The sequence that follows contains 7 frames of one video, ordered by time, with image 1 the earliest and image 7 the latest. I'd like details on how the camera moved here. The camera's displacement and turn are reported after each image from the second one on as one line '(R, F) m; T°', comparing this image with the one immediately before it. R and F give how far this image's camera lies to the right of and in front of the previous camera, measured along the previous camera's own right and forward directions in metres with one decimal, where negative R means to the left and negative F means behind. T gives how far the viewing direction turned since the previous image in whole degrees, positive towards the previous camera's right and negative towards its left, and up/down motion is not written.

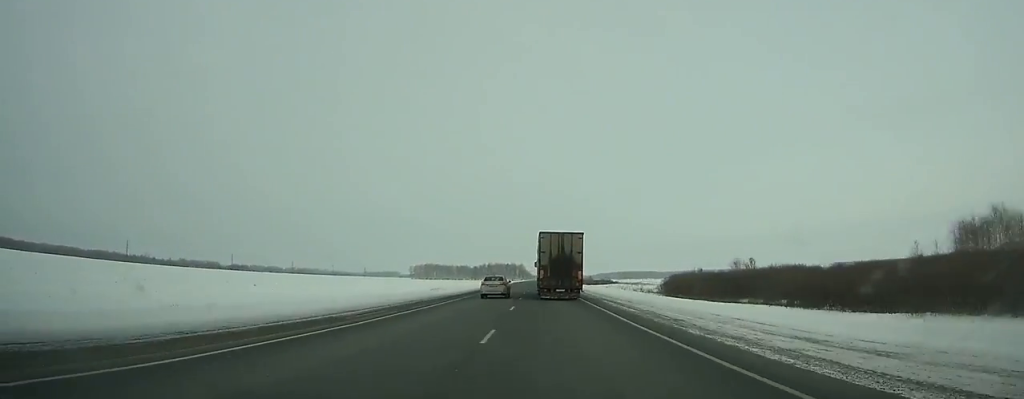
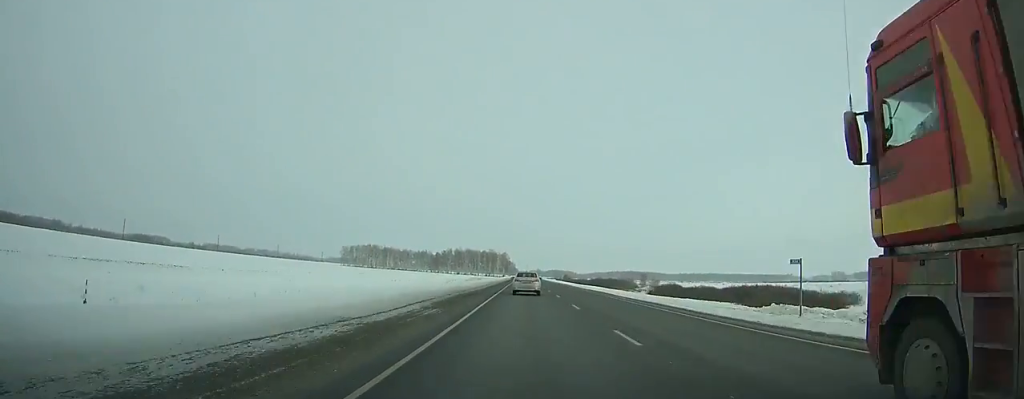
(+2.4, +228.6) m; +2°
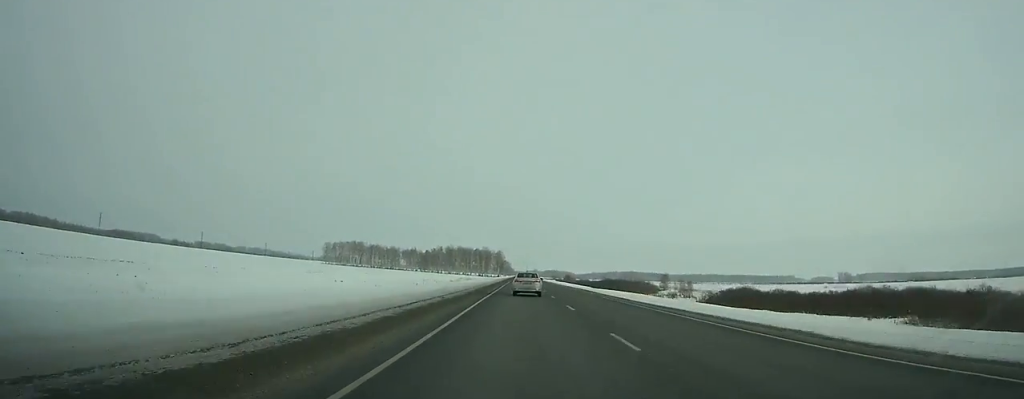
(+0.2, +36.2) m; 0°
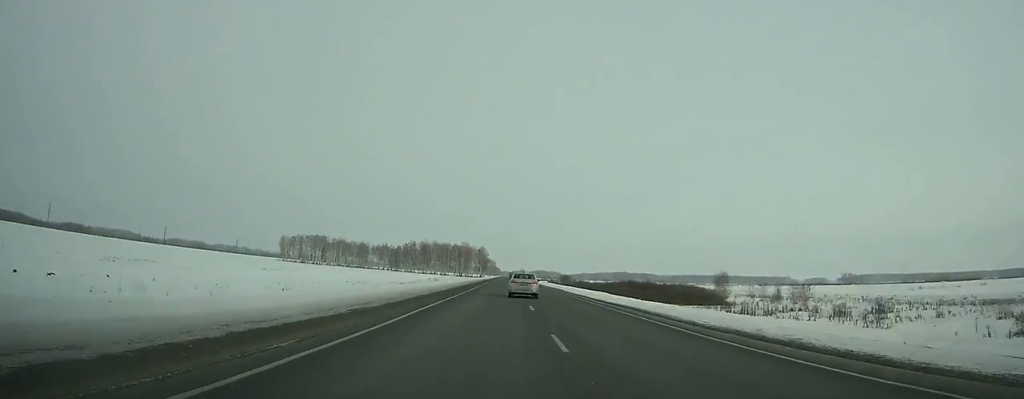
(+0.3, +60.2) m; 0°
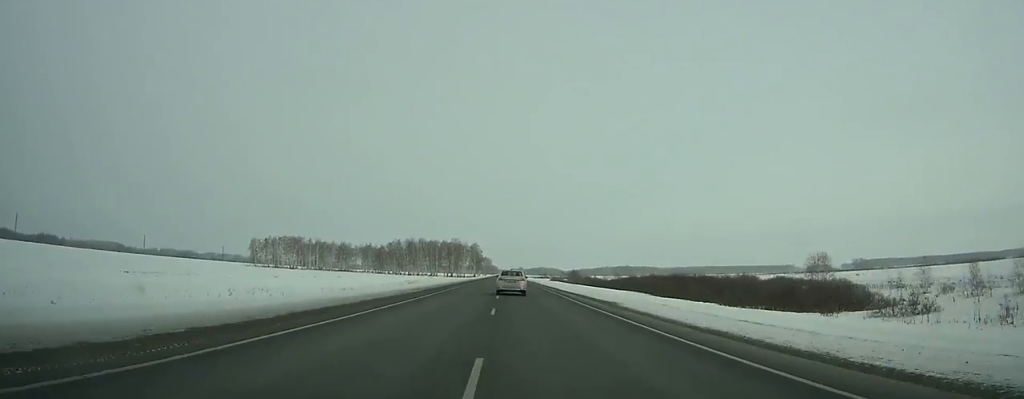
(+0.2, +38.8) m; 0°
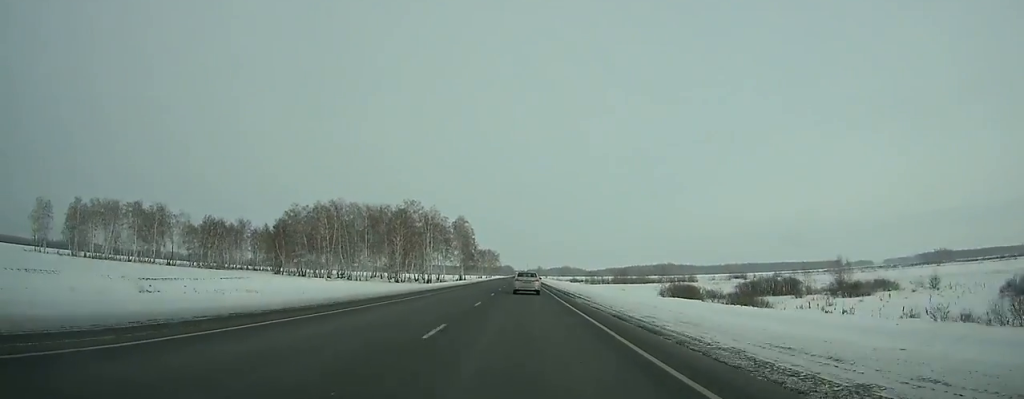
(-2.2, +175.5) m; -1°
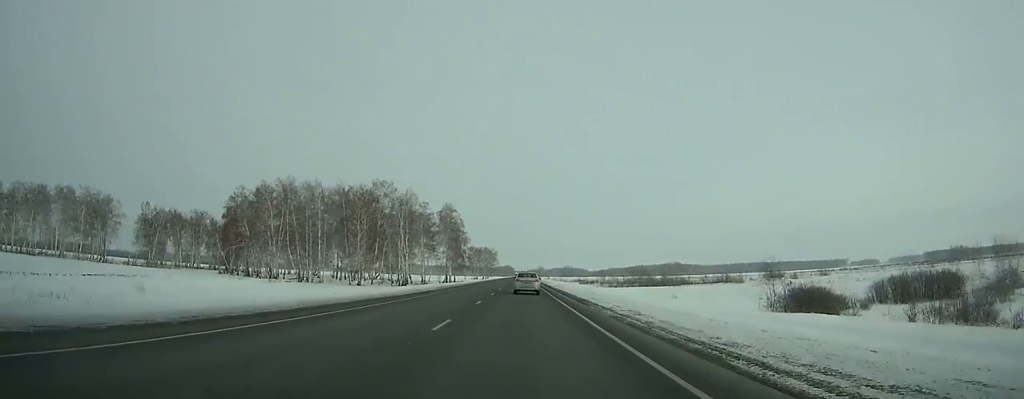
(0.0, +34.5) m; 0°
